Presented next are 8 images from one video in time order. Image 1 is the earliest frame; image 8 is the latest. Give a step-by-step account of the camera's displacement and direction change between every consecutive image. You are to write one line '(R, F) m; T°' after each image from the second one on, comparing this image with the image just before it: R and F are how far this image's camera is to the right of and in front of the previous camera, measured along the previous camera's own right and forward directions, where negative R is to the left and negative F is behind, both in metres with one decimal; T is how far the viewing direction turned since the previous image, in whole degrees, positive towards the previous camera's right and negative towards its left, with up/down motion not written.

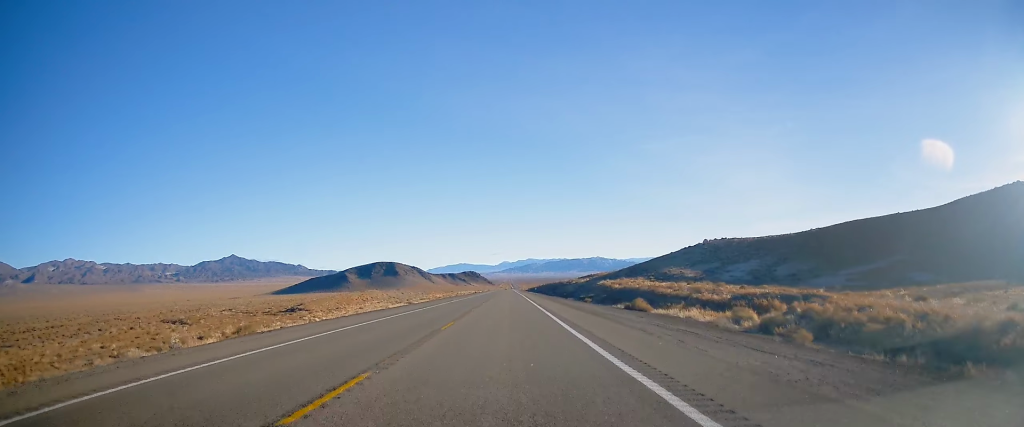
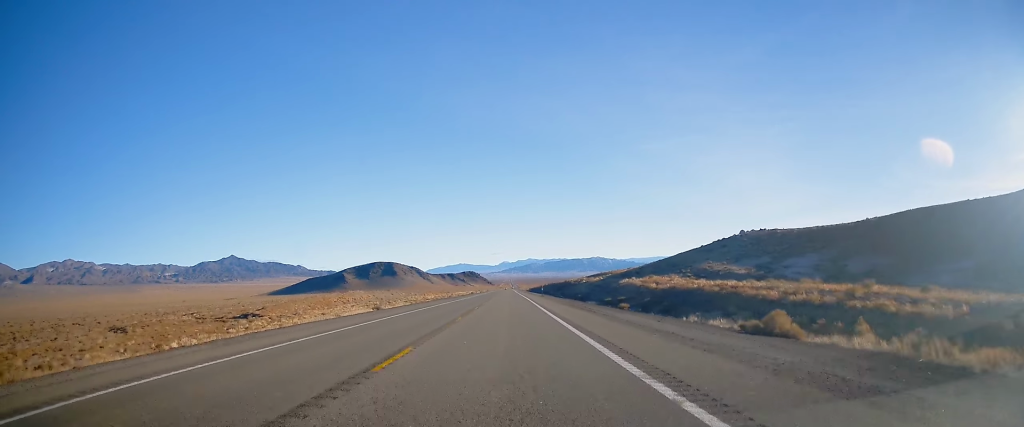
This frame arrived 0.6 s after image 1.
(-0.1, +21.1) m; 0°
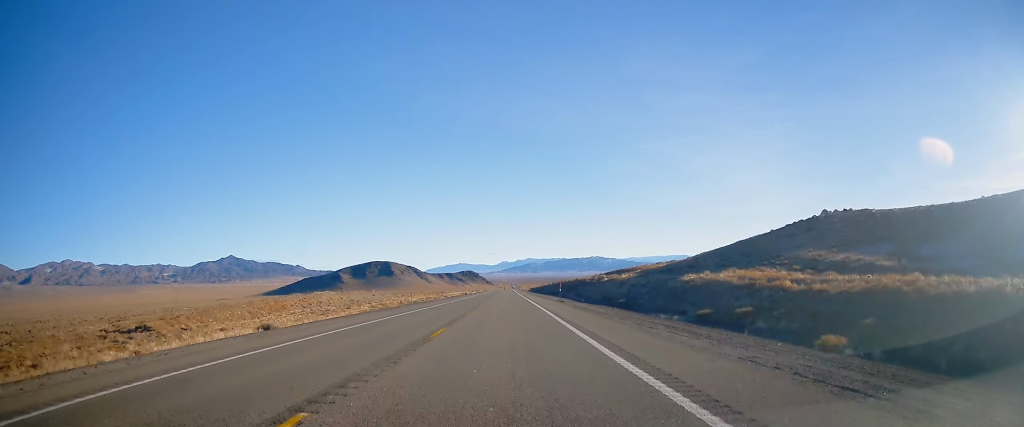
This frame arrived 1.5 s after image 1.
(+0.2, +30.6) m; 0°
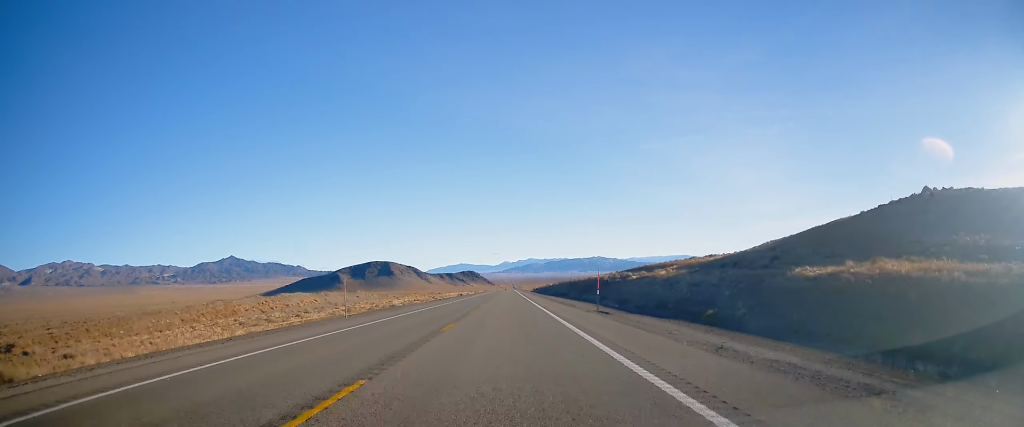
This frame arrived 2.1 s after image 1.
(0.0, +22.4) m; 0°
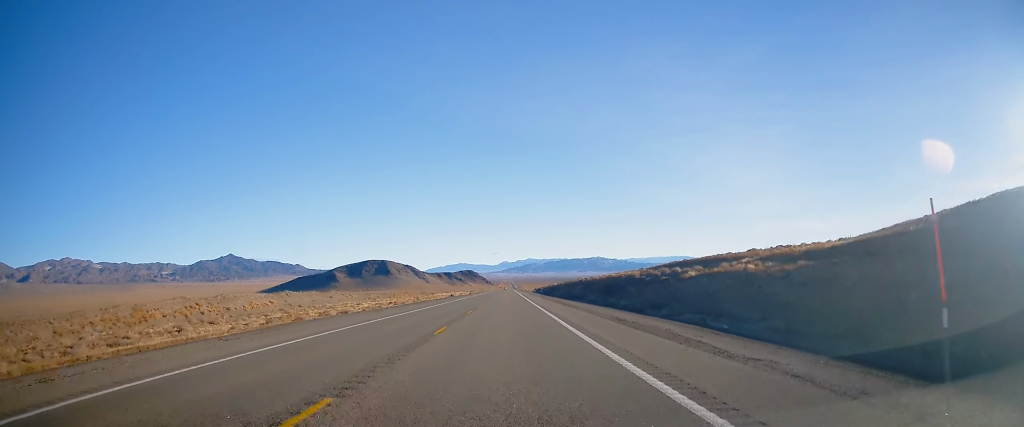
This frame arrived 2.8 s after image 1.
(0.0, +25.8) m; 0°
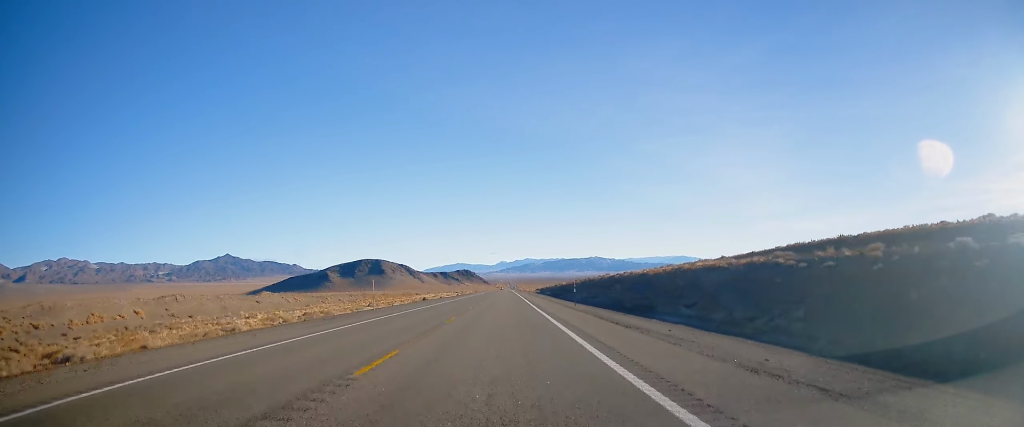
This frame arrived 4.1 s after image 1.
(0.0, +43.2) m; +1°
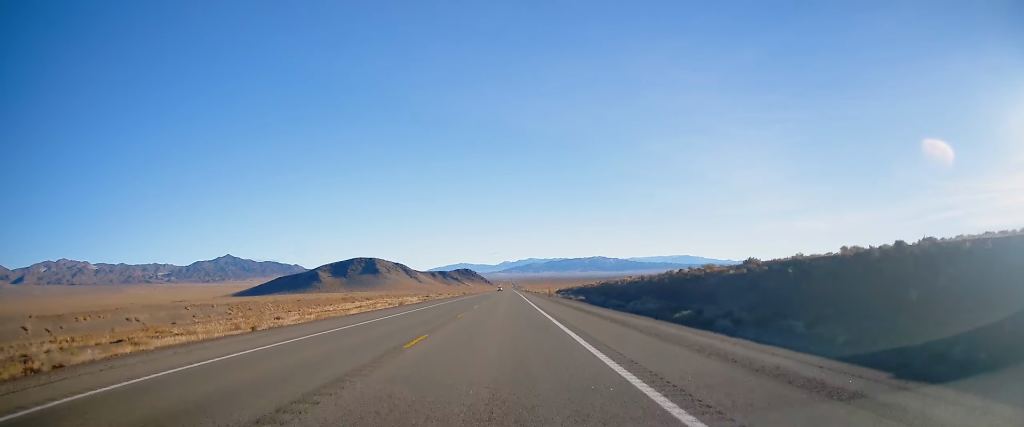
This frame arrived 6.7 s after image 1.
(-0.4, +93.0) m; -1°
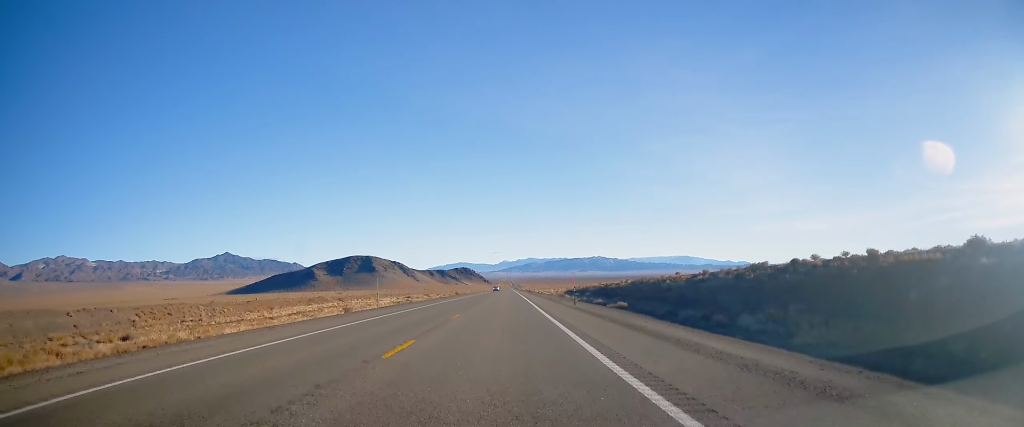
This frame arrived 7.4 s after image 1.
(+0.2, +26.2) m; 0°
